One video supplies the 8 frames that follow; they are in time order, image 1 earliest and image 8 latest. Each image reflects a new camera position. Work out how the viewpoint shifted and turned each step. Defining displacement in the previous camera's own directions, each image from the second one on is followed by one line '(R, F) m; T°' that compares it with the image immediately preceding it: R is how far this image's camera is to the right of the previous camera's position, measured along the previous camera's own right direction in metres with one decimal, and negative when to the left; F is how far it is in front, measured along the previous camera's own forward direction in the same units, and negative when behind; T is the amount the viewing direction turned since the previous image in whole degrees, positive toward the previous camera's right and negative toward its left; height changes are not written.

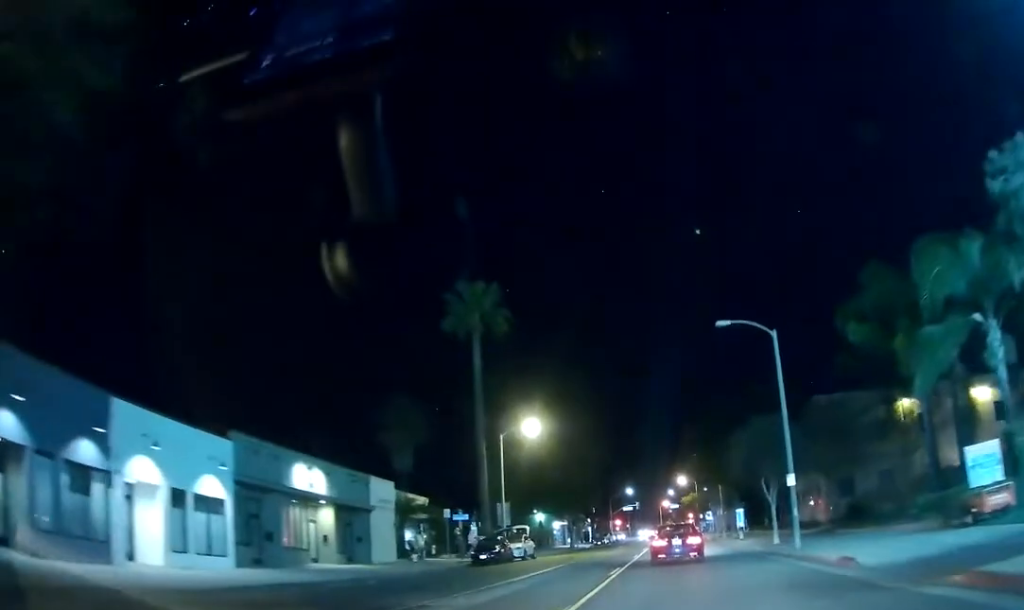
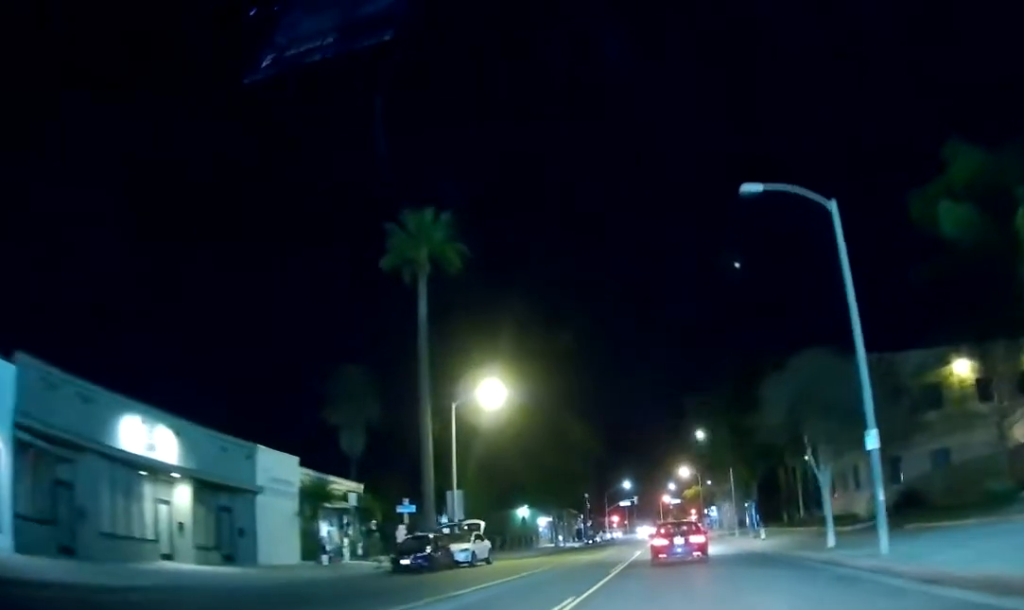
(0.0, +12.0) m; 0°
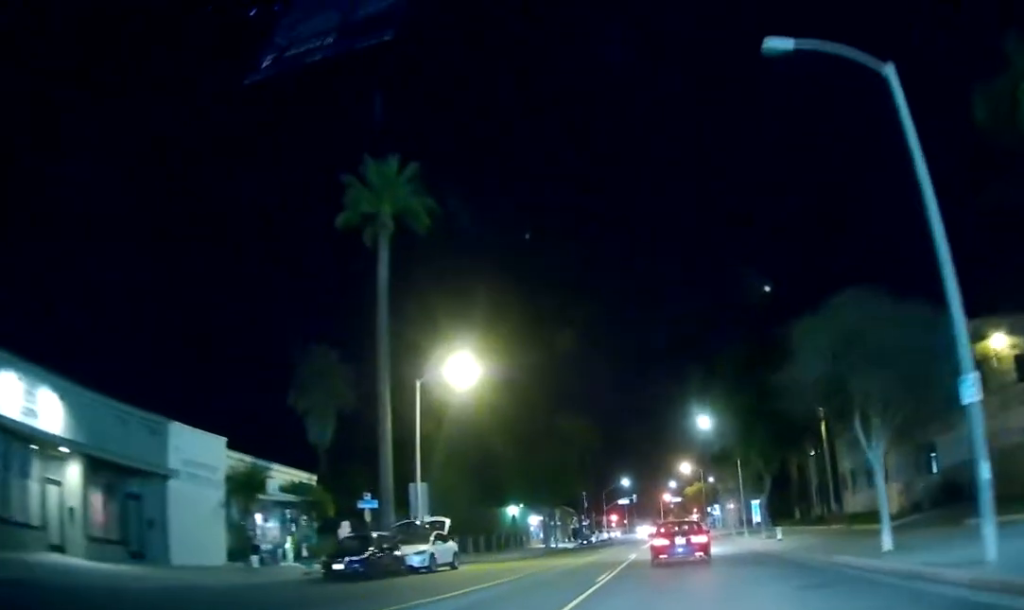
(0.0, +6.6) m; 0°
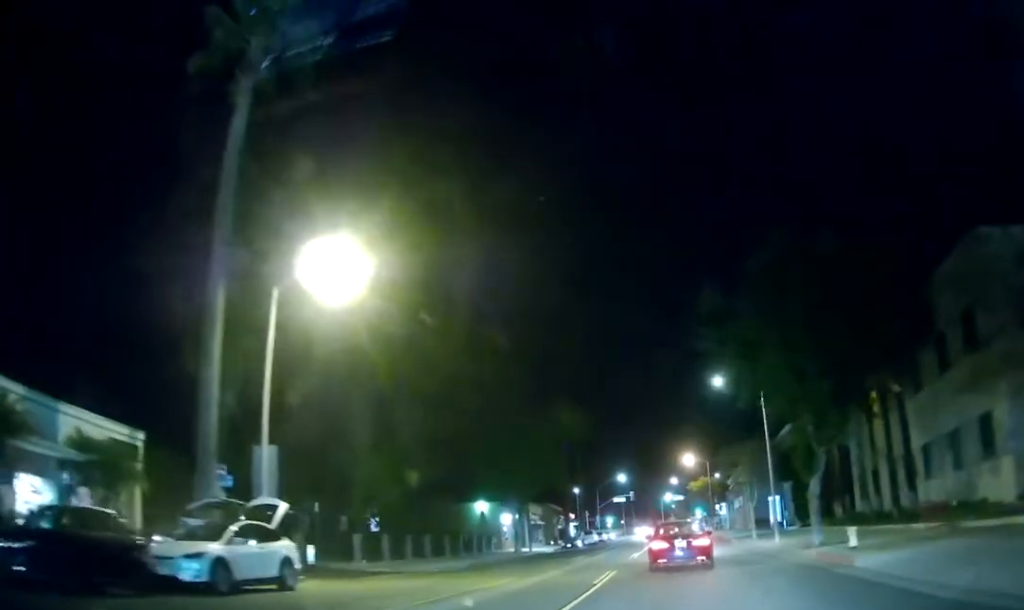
(0.0, +15.7) m; 0°
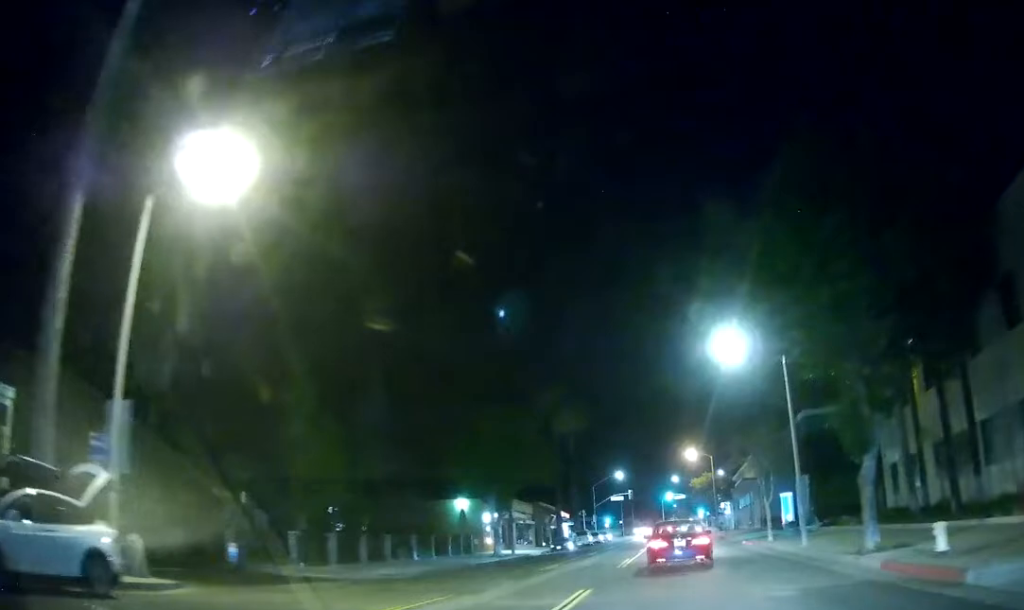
(0.0, +7.9) m; 0°
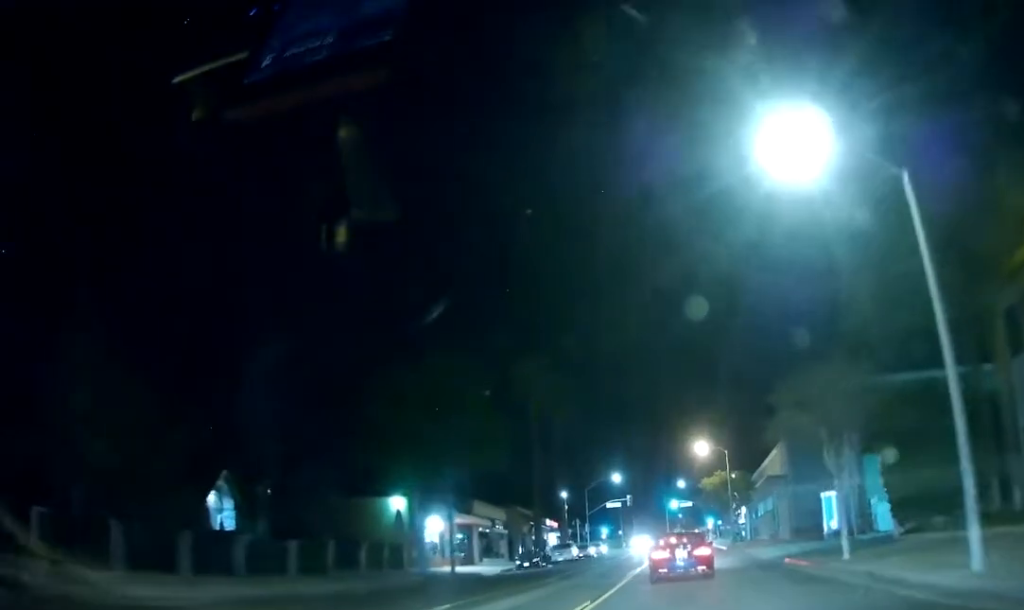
(0.0, +16.7) m; 0°
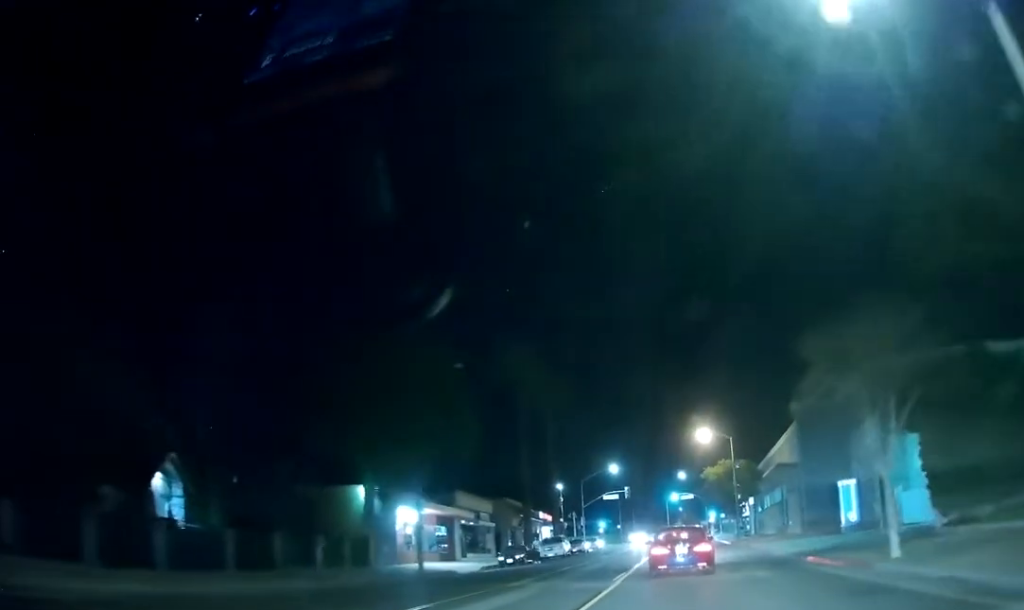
(0.0, +4.6) m; 0°
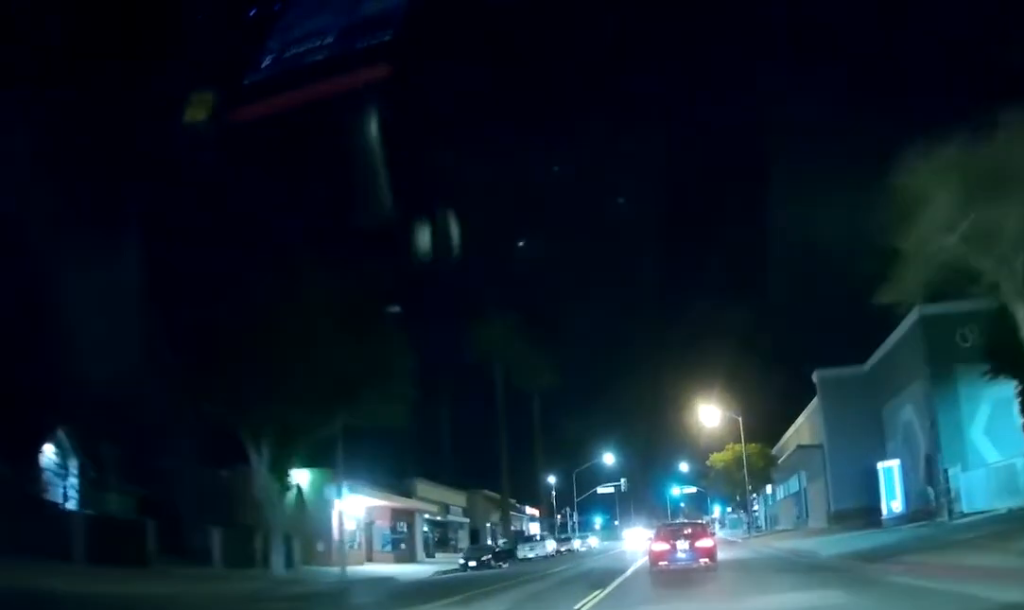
(0.0, +8.2) m; 0°
